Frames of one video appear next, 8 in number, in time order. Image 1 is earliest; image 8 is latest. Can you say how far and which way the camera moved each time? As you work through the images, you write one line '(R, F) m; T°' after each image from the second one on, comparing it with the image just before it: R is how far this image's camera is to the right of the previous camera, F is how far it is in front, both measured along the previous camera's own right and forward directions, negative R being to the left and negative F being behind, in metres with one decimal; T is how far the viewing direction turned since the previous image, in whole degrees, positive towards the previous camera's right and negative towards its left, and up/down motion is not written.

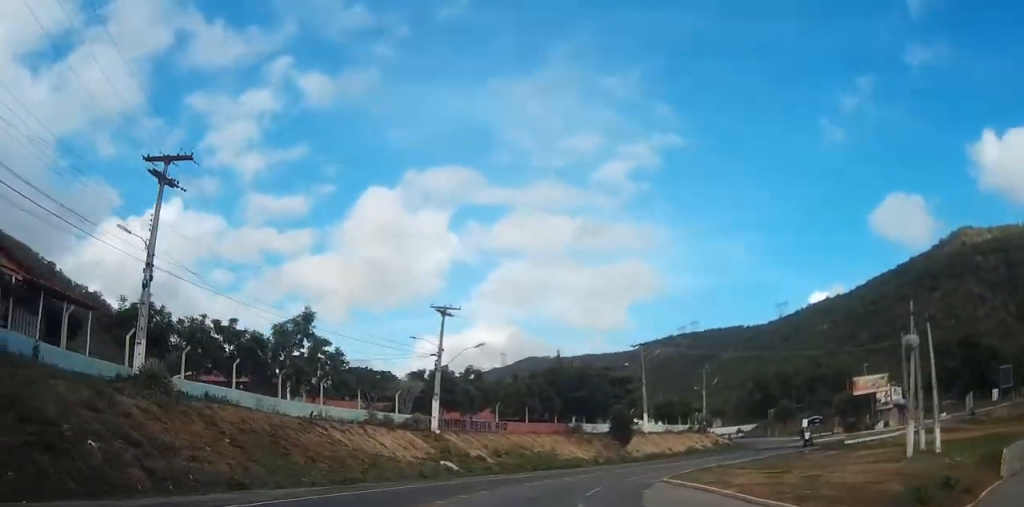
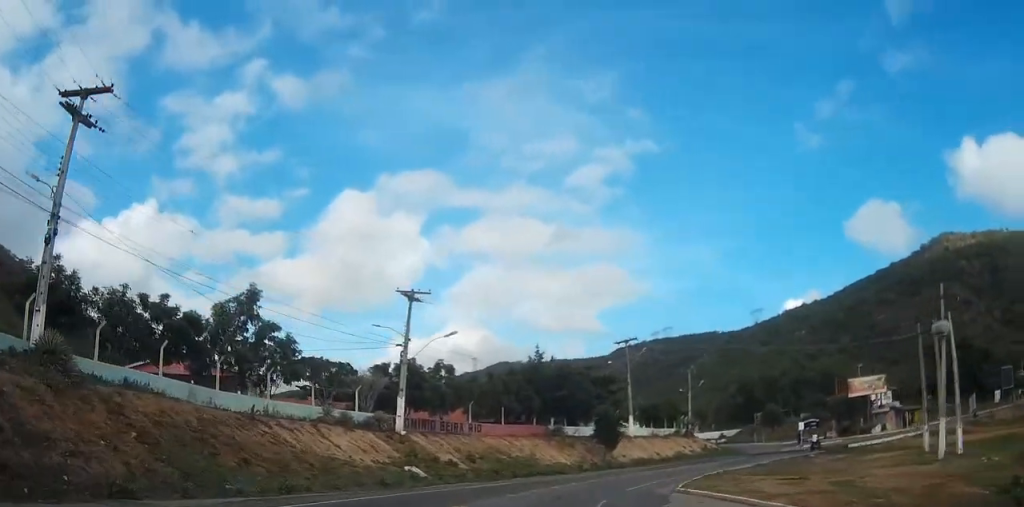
(+0.5, +5.9) m; +4°
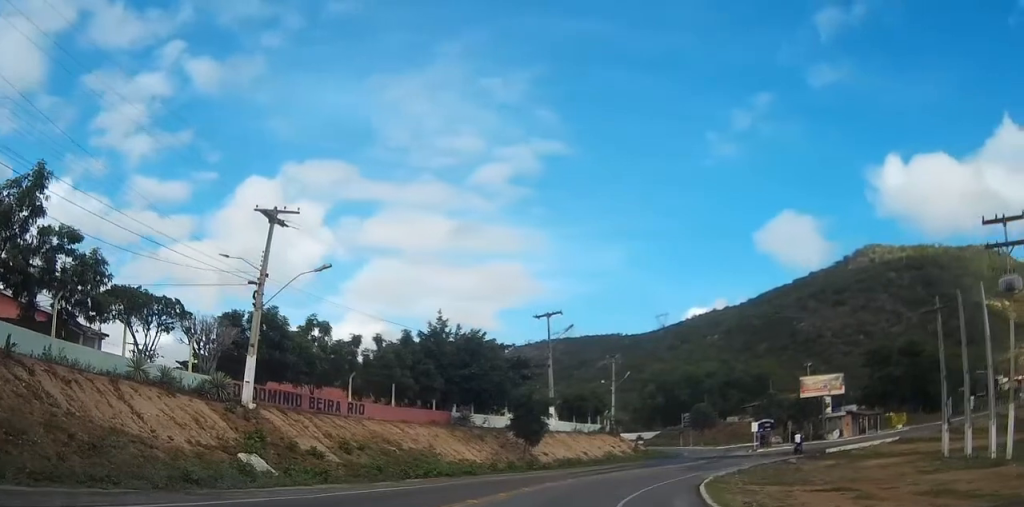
(+0.3, +12.9) m; +1°
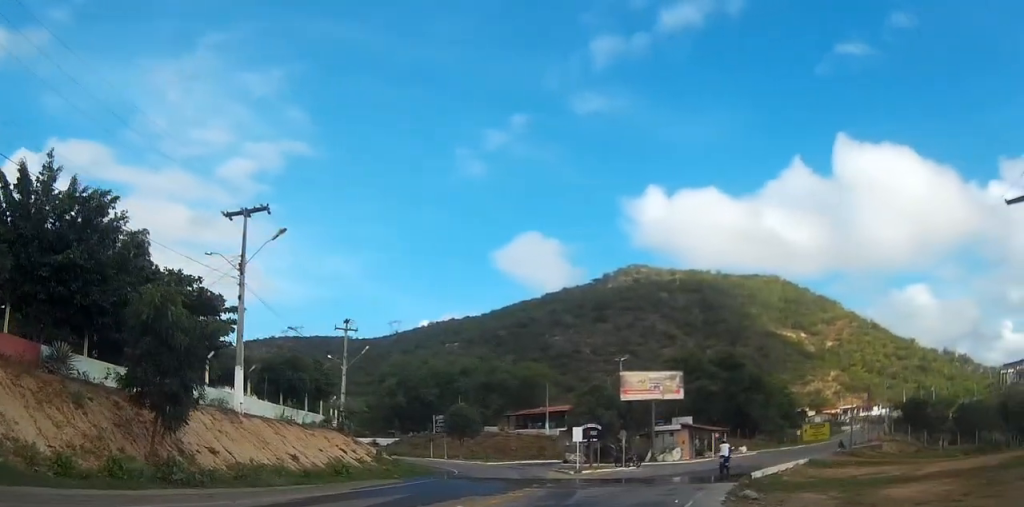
(+2.5, +23.7) m; +21°
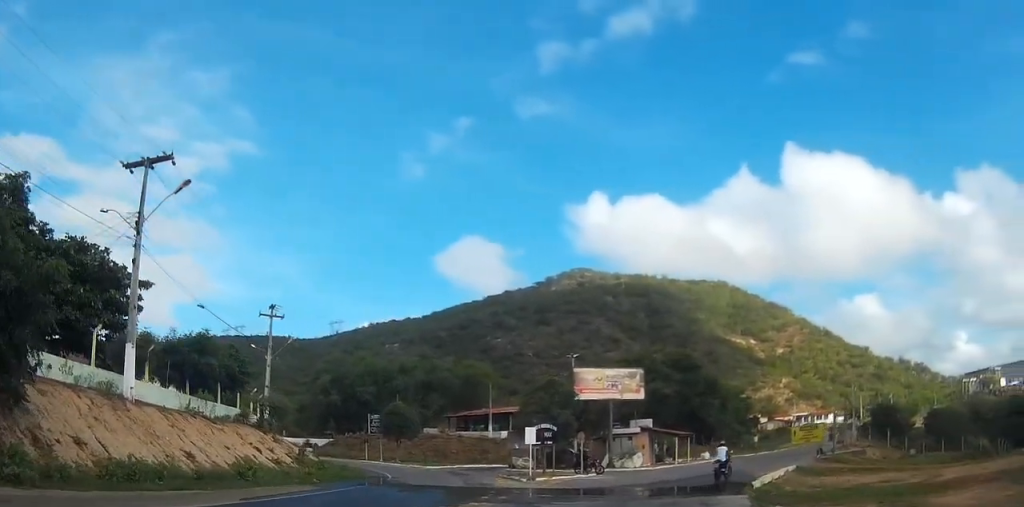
(+0.3, +5.6) m; +6°
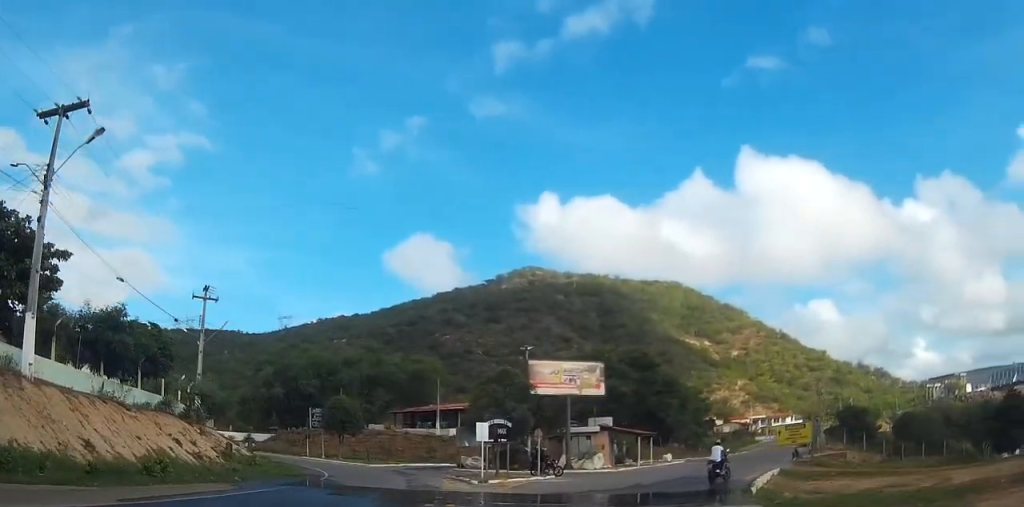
(-0.1, +4.2) m; +4°
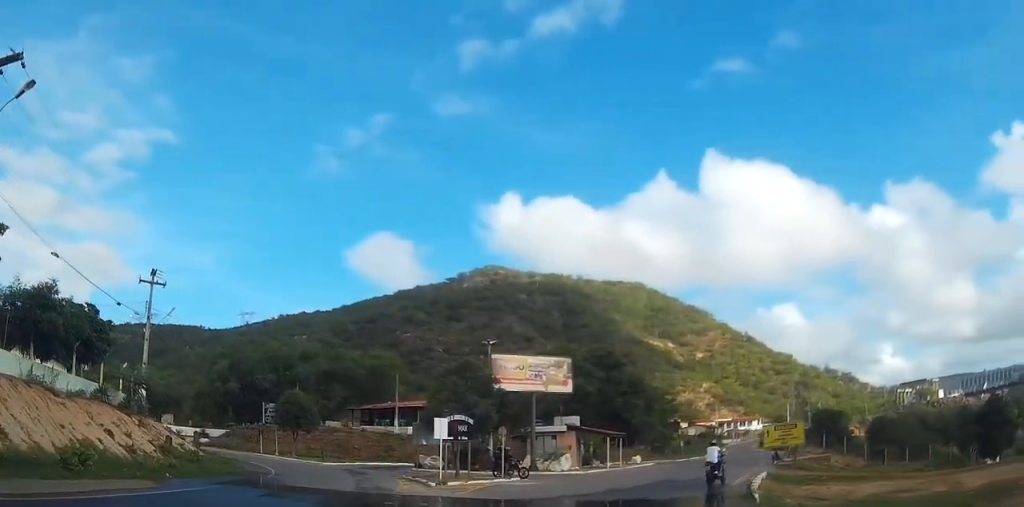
(+0.2, +3.0) m; +5°
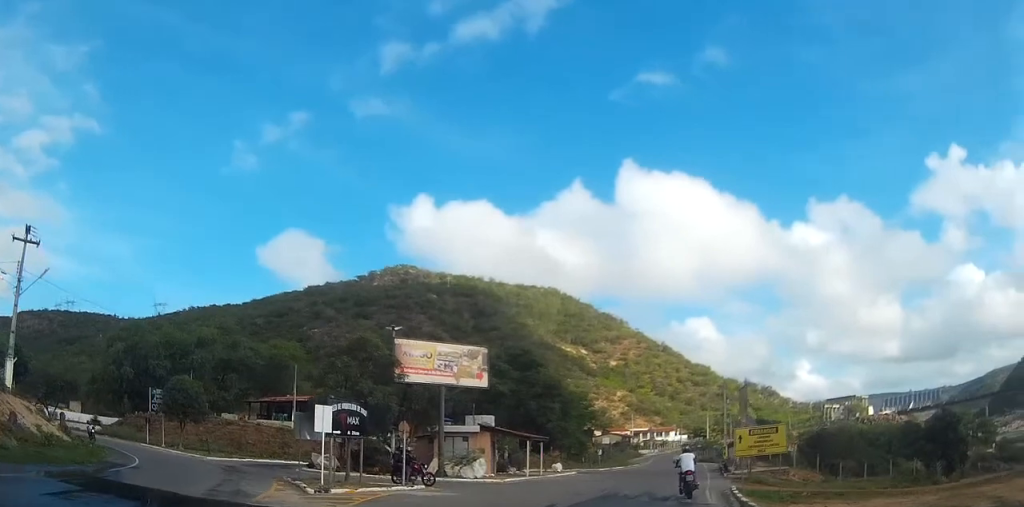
(+0.6, +6.6) m; +8°
